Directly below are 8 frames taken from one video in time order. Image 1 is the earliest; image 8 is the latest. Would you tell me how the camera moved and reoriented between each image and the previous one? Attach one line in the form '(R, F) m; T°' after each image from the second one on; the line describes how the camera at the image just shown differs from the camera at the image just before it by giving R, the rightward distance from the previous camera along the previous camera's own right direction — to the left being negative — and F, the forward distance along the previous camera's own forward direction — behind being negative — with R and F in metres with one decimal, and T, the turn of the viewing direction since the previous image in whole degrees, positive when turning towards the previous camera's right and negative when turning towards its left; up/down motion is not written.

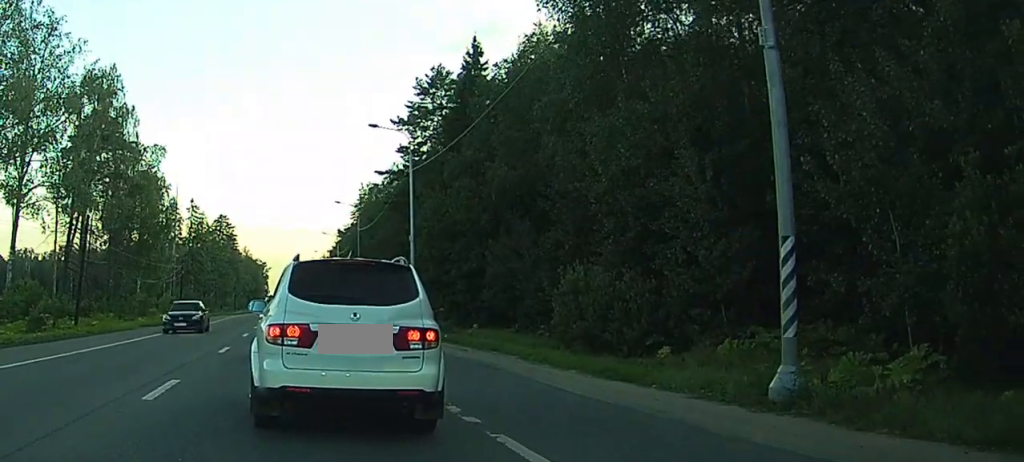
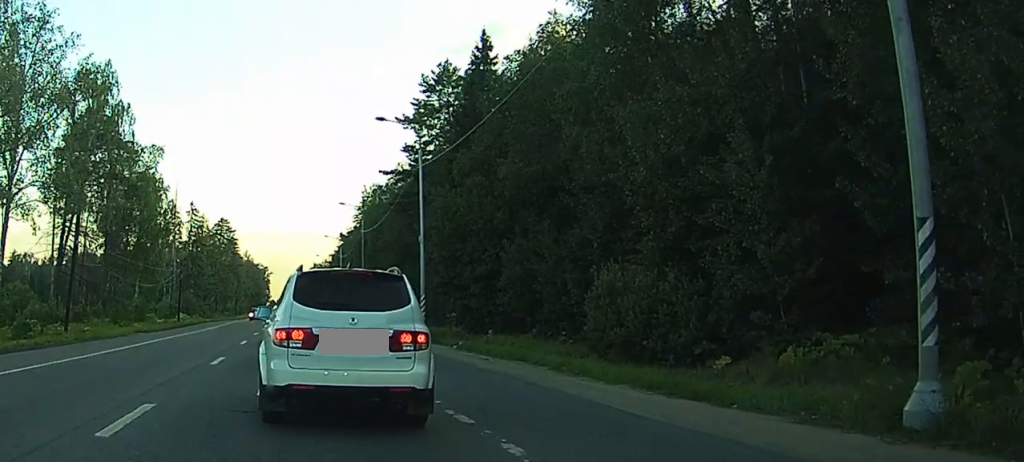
(0.0, +3.0) m; +1°
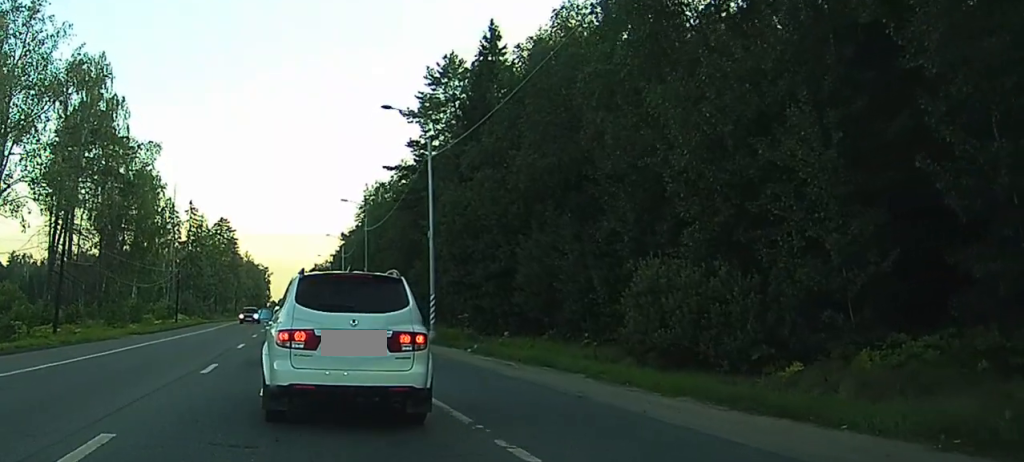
(0.0, +2.2) m; -1°
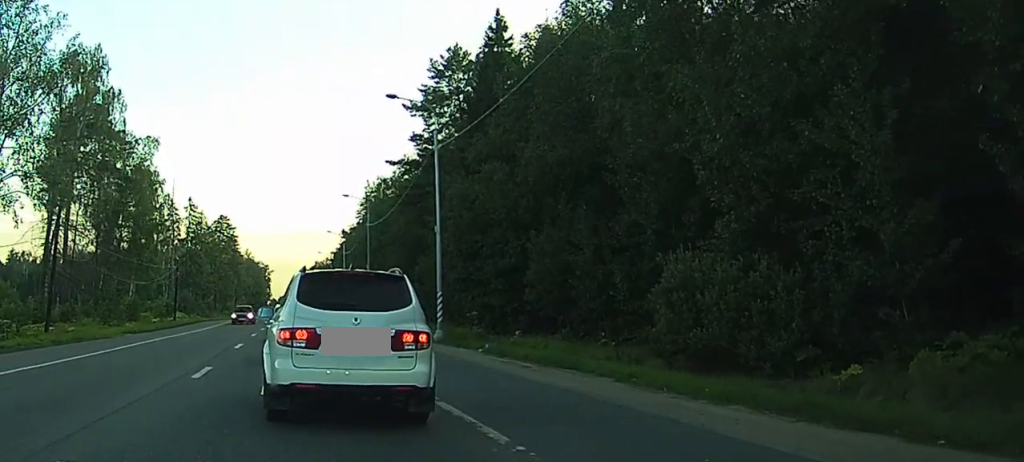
(0.0, +1.2) m; -1°
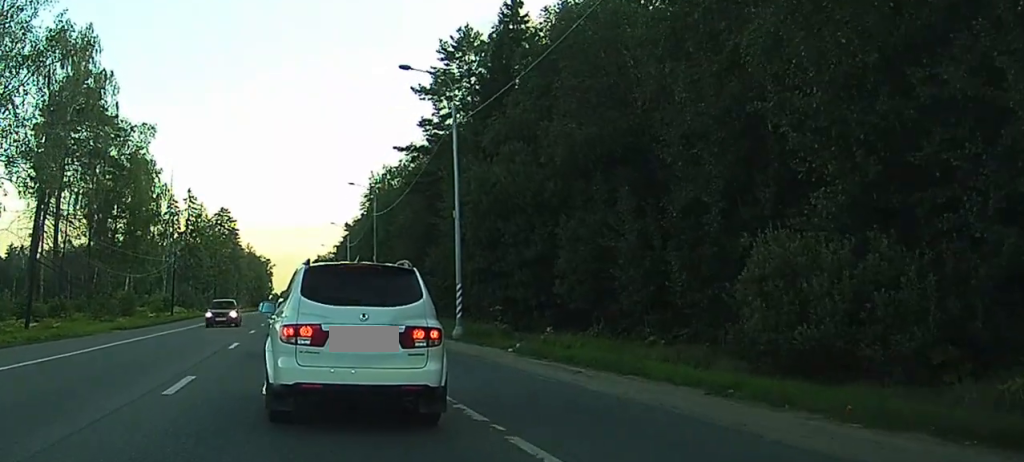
(0.0, +2.7) m; -2°
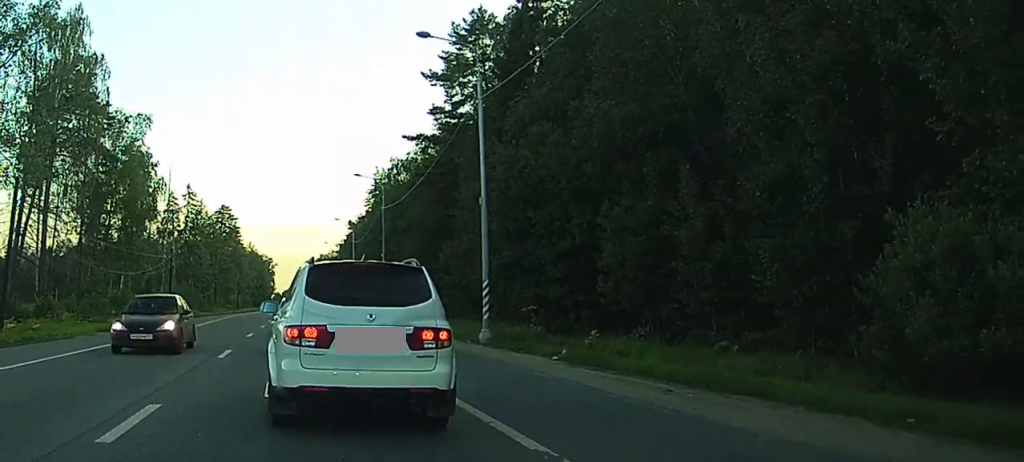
(-0.1, +3.5) m; 0°
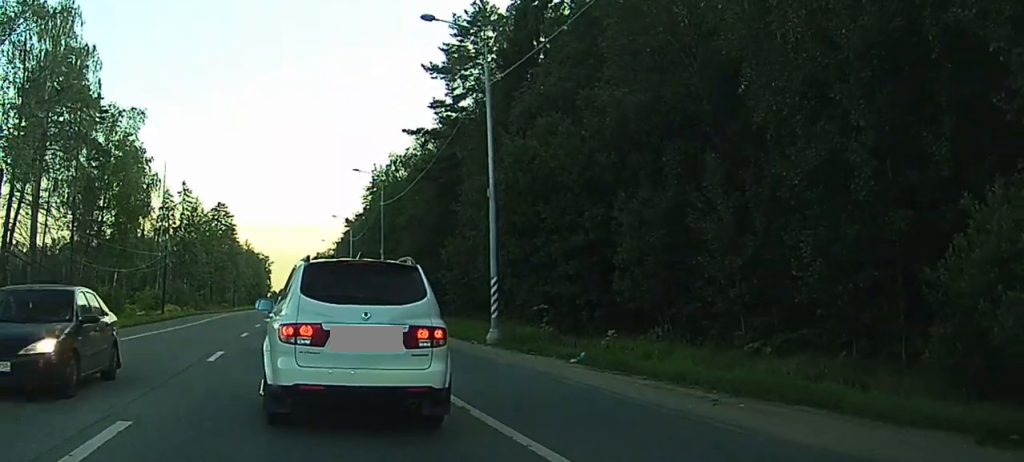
(0.0, +1.6) m; +1°
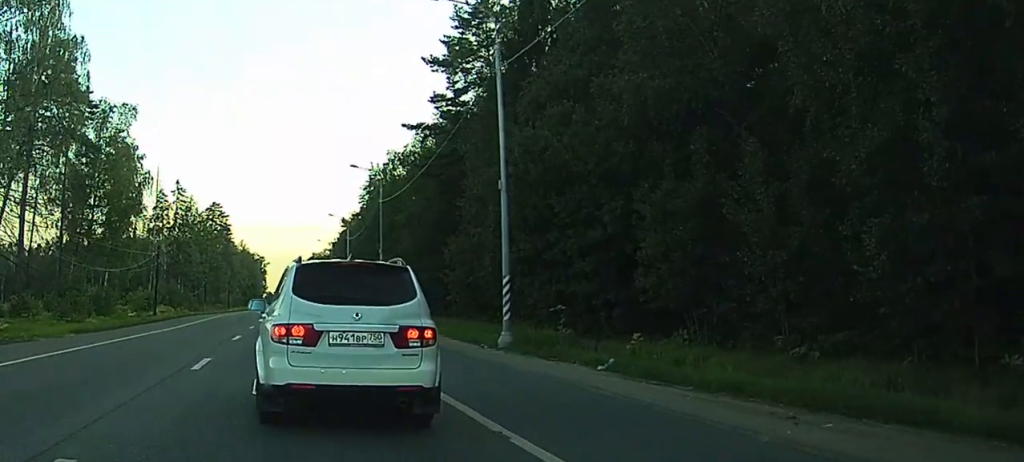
(0.0, +2.1) m; +1°
